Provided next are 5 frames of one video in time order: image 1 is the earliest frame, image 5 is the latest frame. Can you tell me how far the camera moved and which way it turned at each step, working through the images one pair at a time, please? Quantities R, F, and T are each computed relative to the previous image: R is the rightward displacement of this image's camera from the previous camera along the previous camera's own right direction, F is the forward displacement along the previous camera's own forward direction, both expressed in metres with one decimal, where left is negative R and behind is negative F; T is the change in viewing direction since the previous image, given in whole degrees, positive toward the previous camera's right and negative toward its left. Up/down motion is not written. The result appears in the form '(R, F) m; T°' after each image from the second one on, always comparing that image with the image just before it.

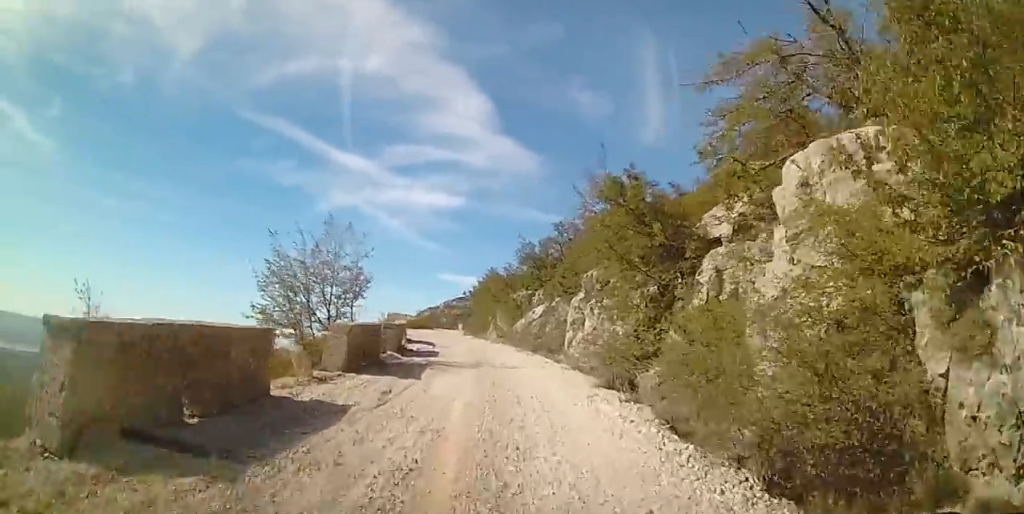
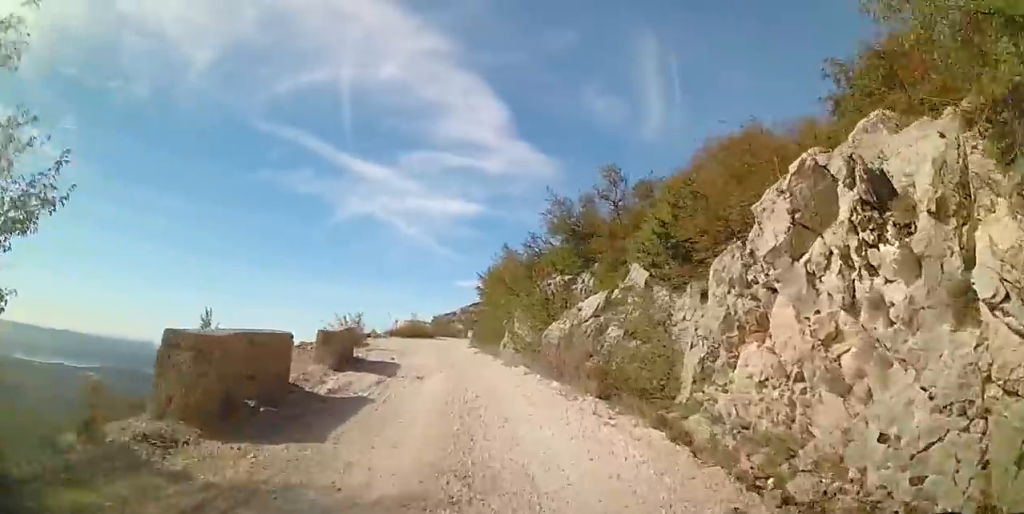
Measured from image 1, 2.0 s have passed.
(-1.0, +13.3) m; -5°
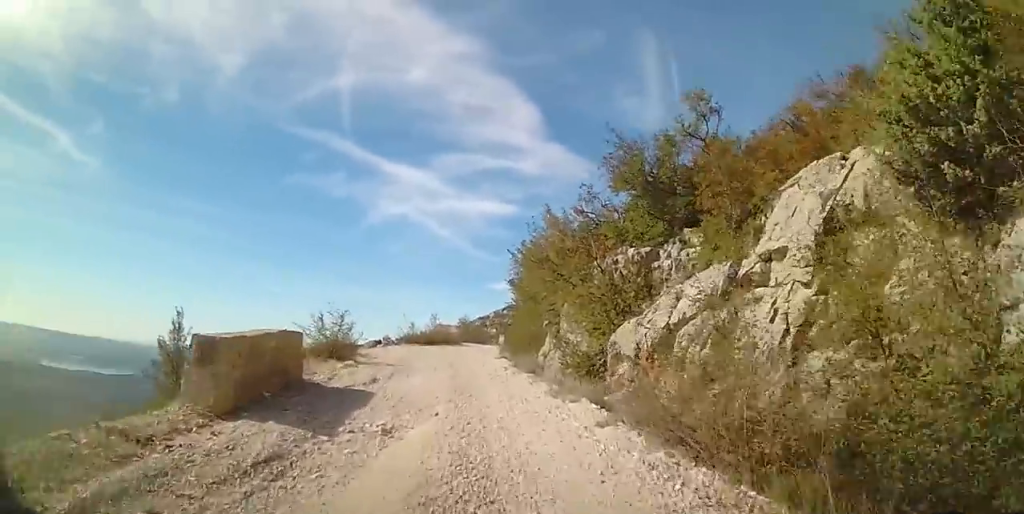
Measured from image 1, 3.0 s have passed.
(0.0, +7.0) m; -4°
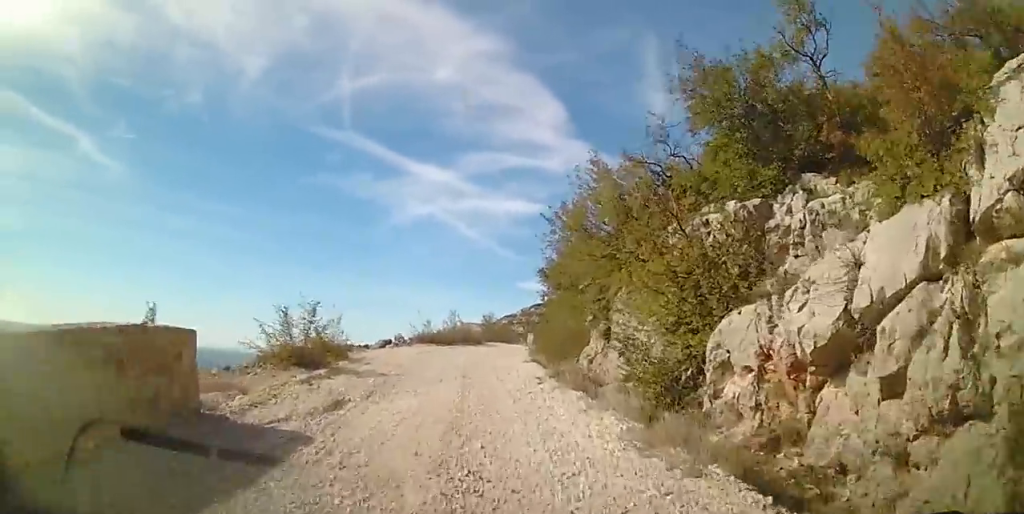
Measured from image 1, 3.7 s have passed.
(-0.3, +4.8) m; -4°
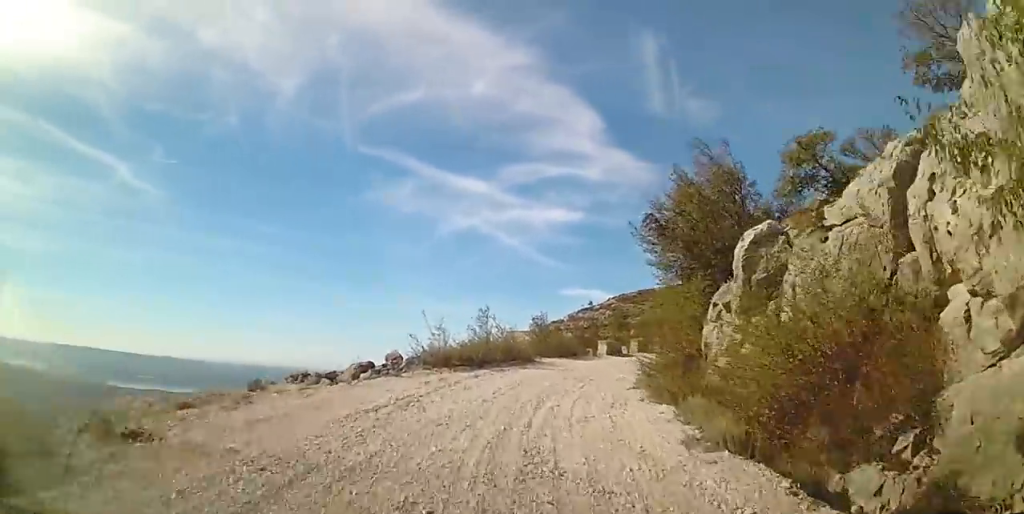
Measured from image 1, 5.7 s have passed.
(-0.7, +13.1) m; -1°
